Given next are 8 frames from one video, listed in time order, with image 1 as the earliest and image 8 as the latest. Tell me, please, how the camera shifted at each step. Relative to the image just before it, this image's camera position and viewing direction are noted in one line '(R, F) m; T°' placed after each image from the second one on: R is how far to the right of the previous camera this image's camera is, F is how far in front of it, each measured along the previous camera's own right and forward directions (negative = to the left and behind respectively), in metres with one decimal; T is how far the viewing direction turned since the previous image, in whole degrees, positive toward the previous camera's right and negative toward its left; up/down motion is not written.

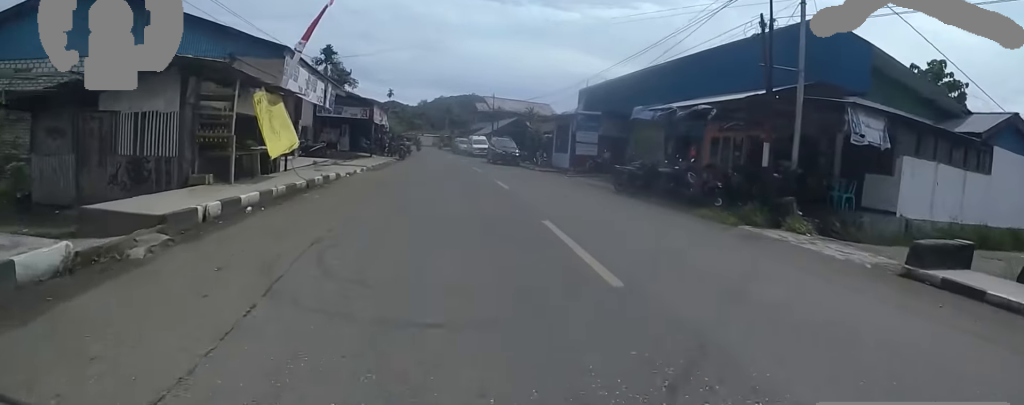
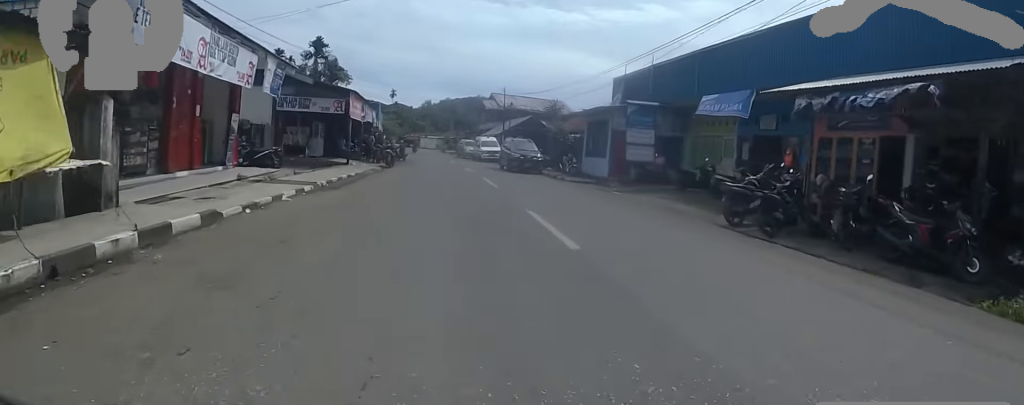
(+0.6, +6.3) m; -1°
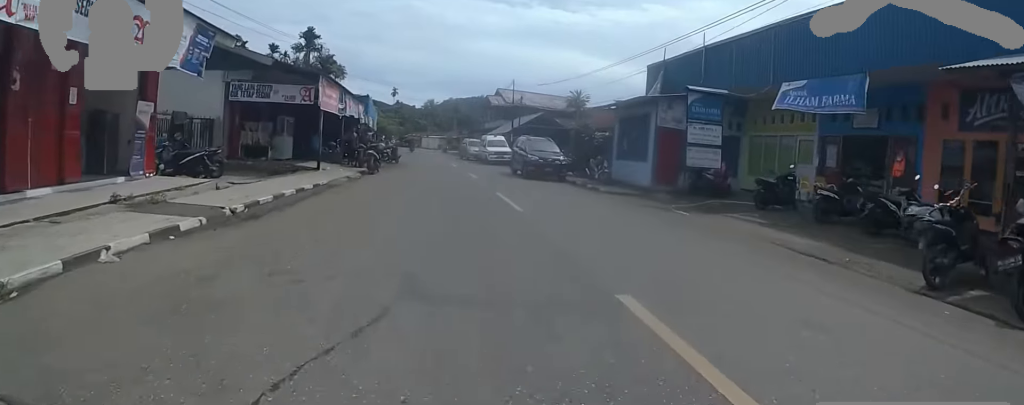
(-0.5, +4.4) m; -6°
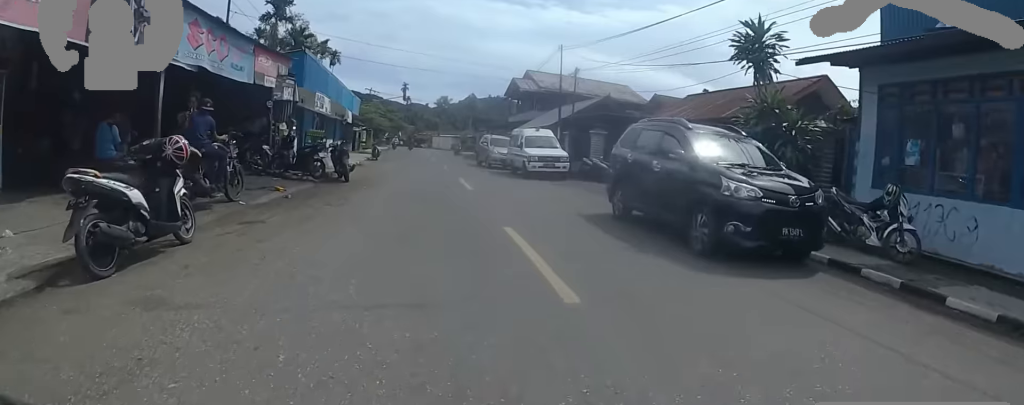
(-1.3, +12.1) m; -8°
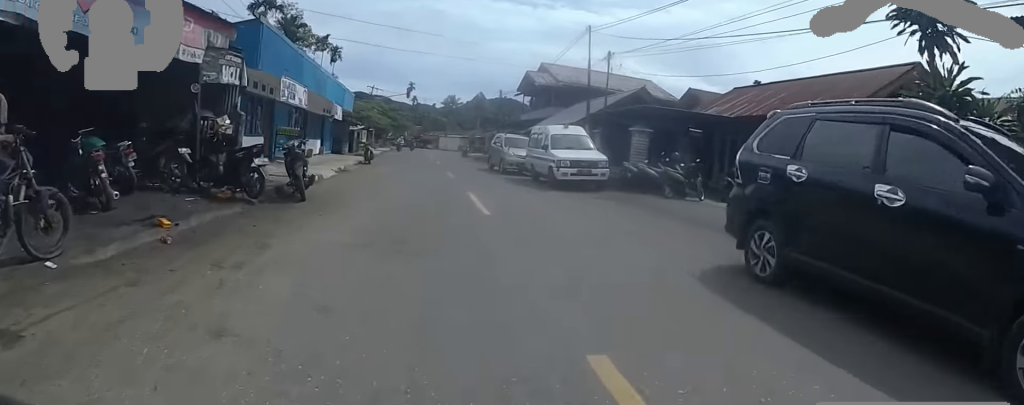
(0.0, +3.6) m; 0°
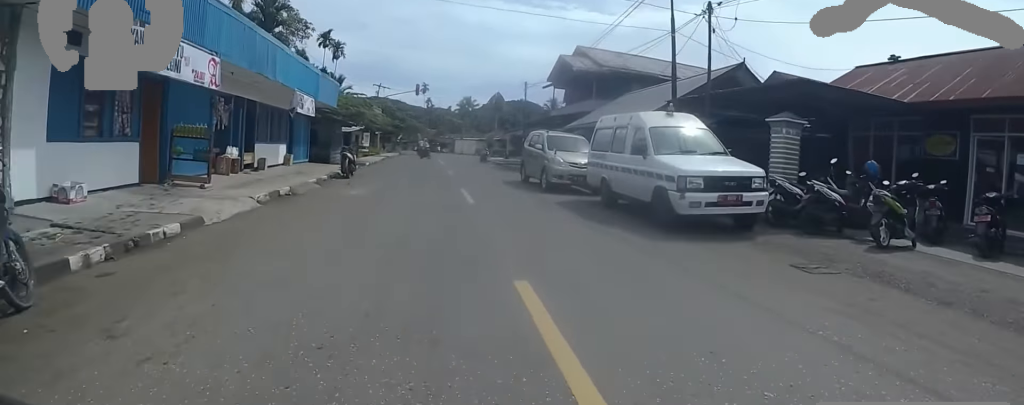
(0.0, +6.3) m; 0°
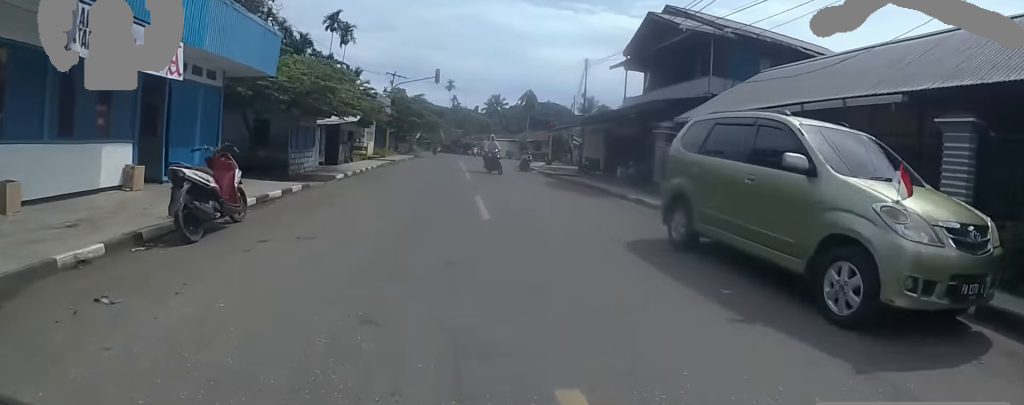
(+0.1, +9.4) m; +4°
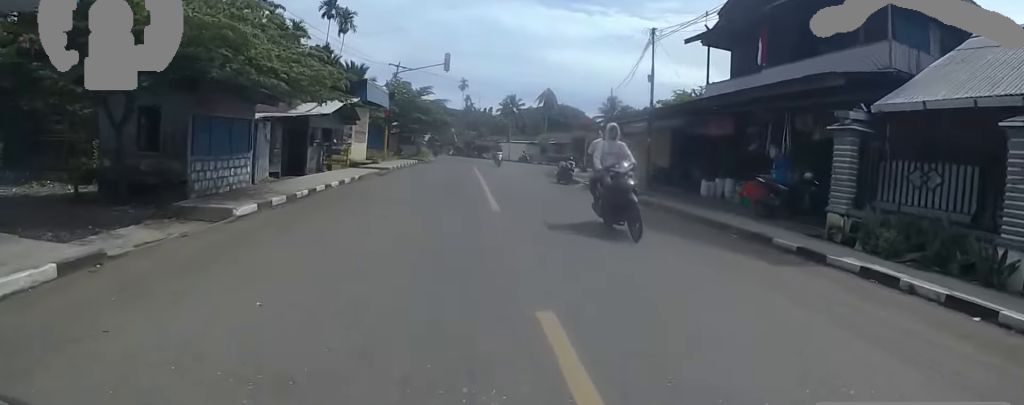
(+0.4, +7.1) m; -6°
